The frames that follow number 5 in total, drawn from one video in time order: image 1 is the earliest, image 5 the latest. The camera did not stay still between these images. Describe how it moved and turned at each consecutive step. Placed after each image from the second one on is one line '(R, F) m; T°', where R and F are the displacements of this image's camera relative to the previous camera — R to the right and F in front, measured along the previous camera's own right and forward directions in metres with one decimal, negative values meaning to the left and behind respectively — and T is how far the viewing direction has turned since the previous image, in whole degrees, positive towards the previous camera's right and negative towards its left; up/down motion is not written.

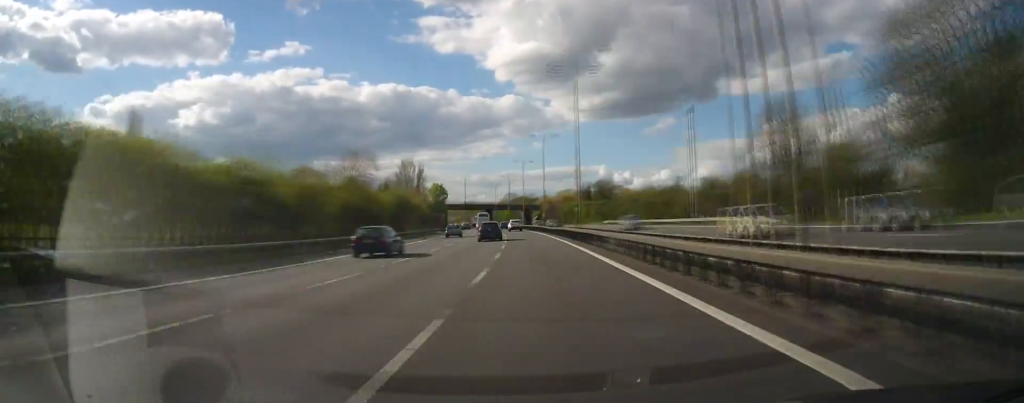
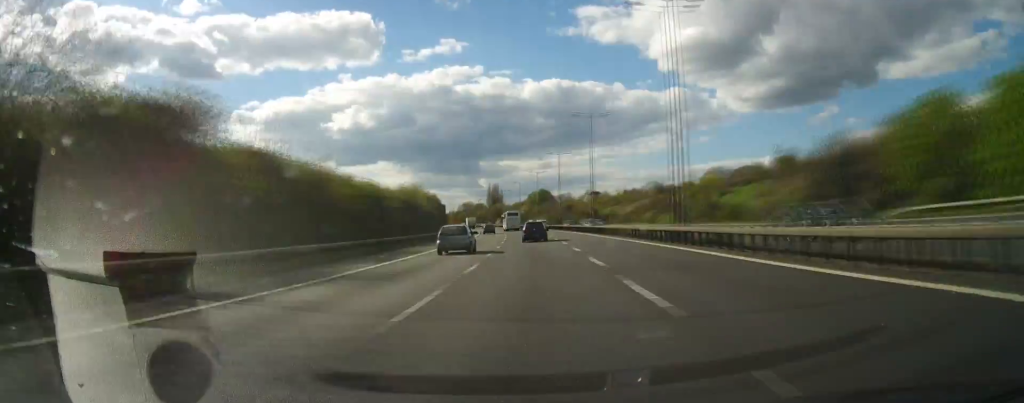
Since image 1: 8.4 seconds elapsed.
(-33.5, +249.0) m; -15°
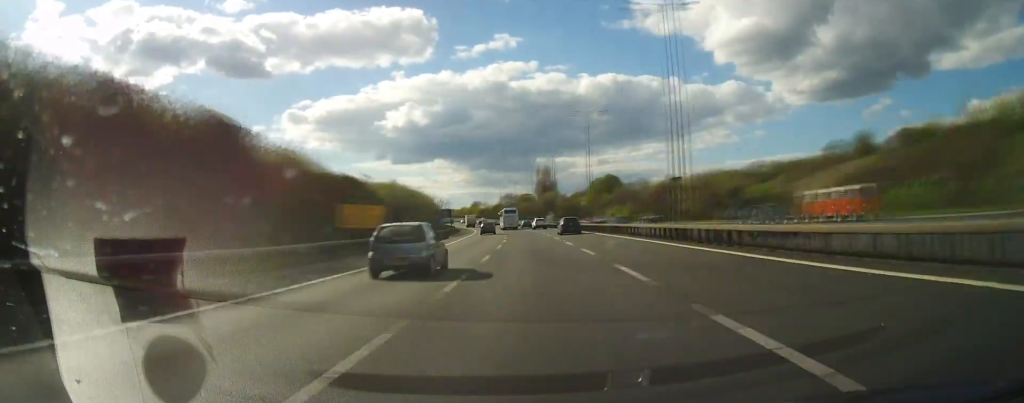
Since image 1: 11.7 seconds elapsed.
(-3.6, +100.4) m; -5°
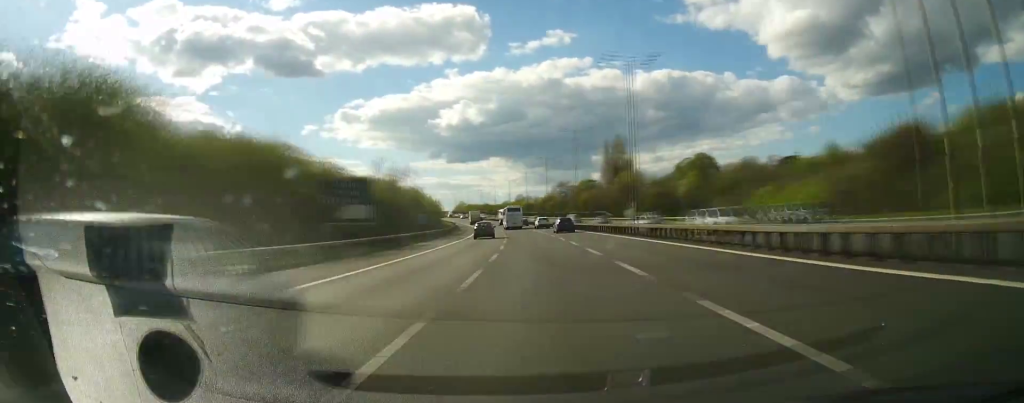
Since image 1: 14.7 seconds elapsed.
(-3.3, +88.3) m; -5°
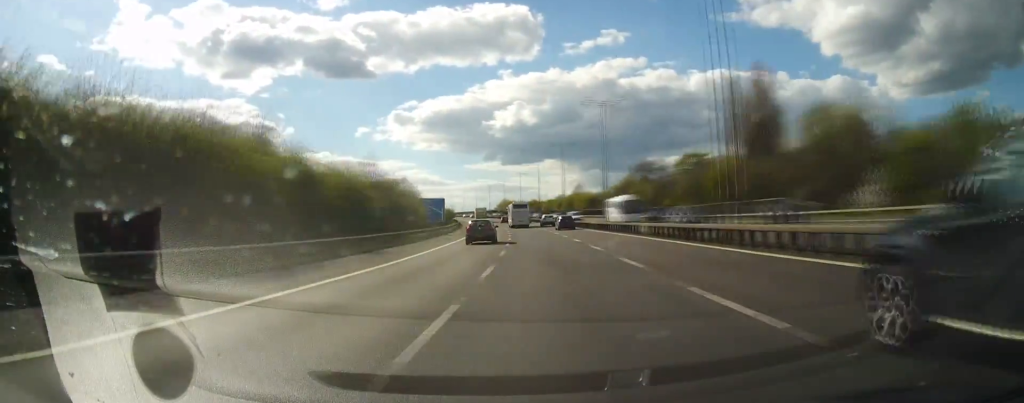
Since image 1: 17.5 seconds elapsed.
(-4.9, +83.3) m; -5°
